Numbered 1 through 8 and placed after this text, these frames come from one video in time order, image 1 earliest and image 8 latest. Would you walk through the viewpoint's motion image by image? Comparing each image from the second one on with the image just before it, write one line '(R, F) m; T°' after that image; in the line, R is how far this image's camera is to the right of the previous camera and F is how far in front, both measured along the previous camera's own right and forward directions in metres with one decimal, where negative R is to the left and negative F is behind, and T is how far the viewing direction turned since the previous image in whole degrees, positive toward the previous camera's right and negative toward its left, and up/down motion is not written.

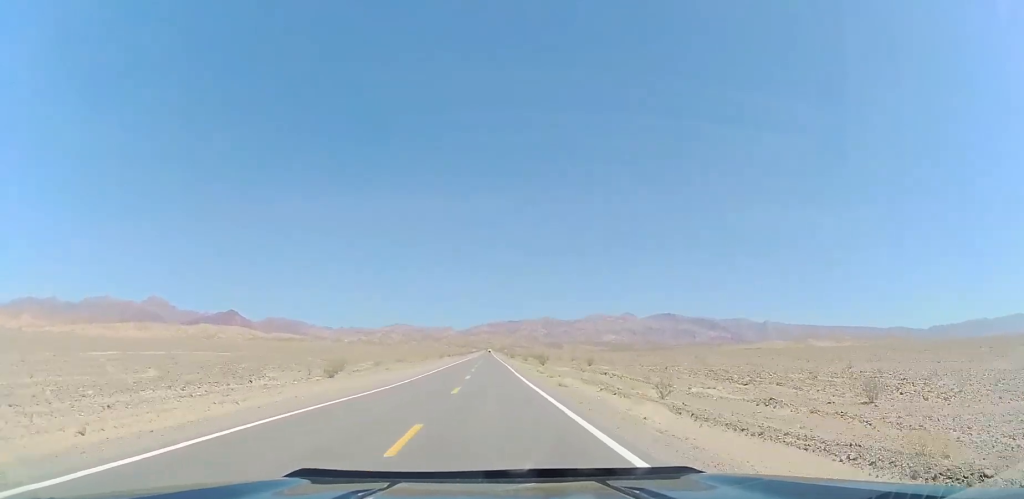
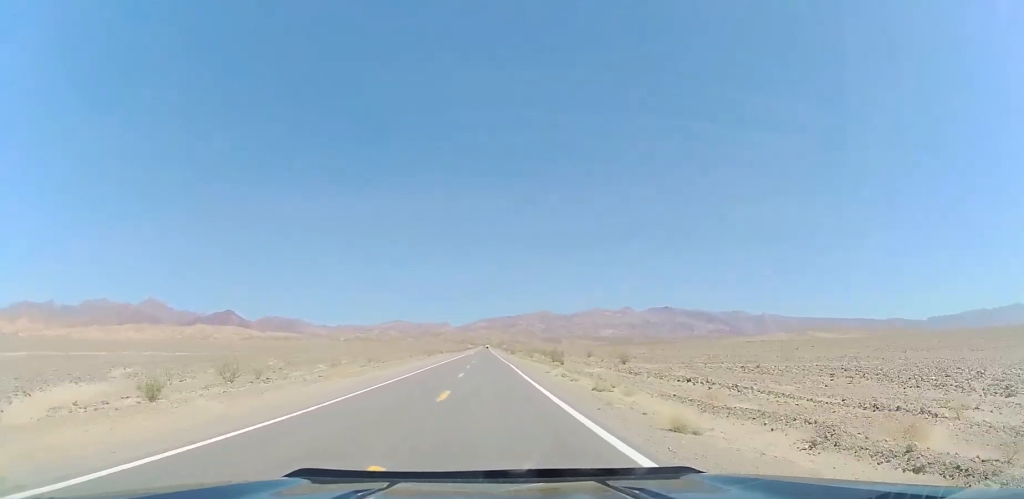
(0.0, +19.5) m; 0°
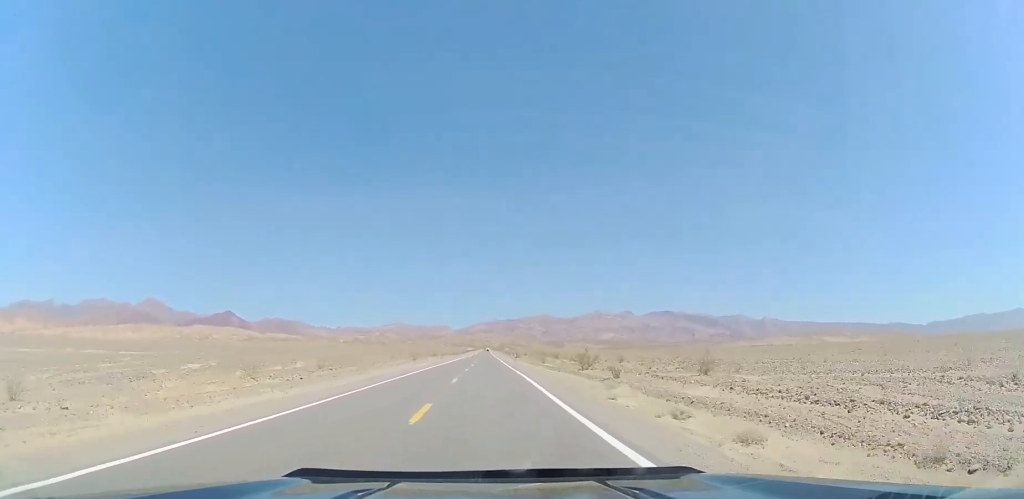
(0.0, +20.6) m; 0°
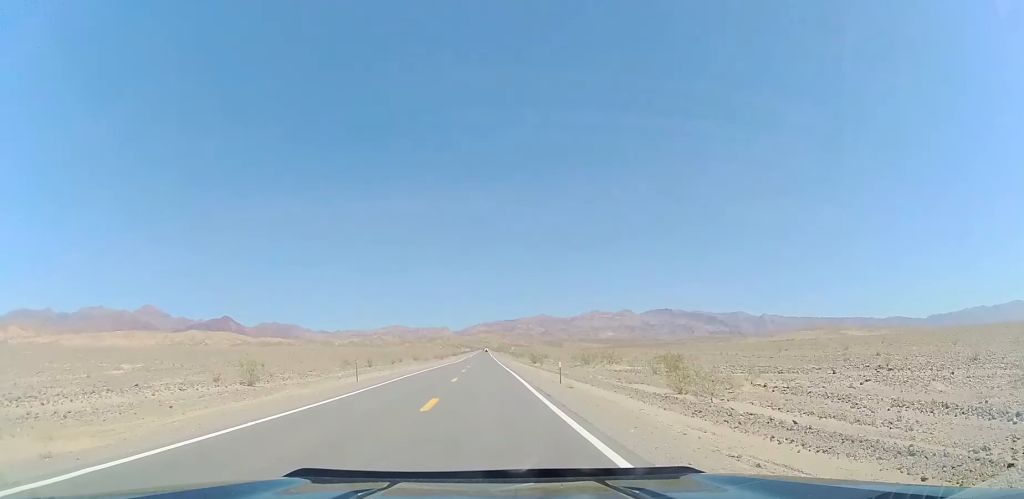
(0.0, +55.0) m; 0°
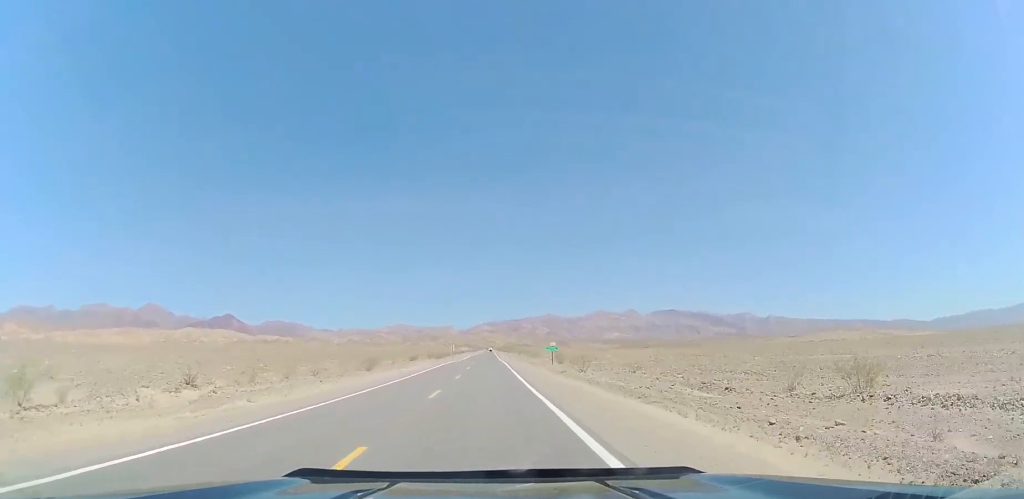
(-0.2, +83.0) m; 0°
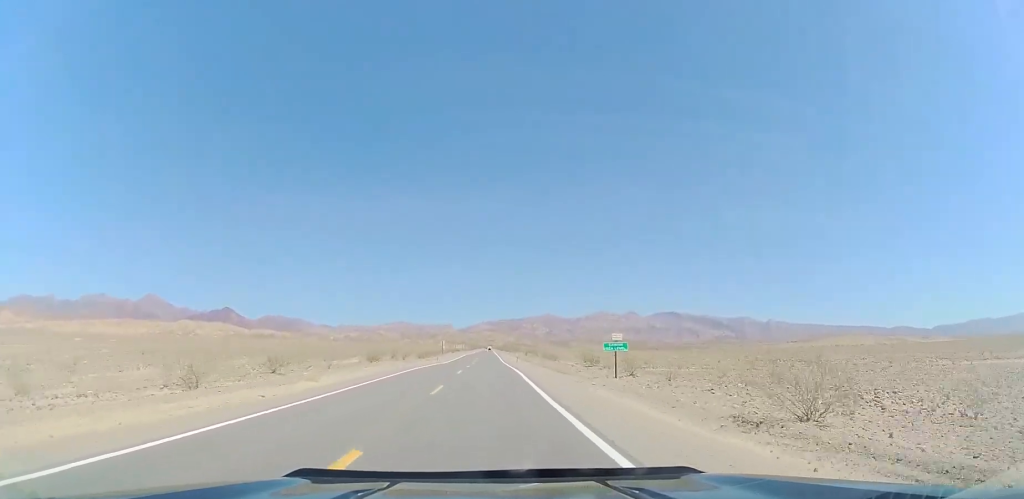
(0.0, +30.2) m; 0°
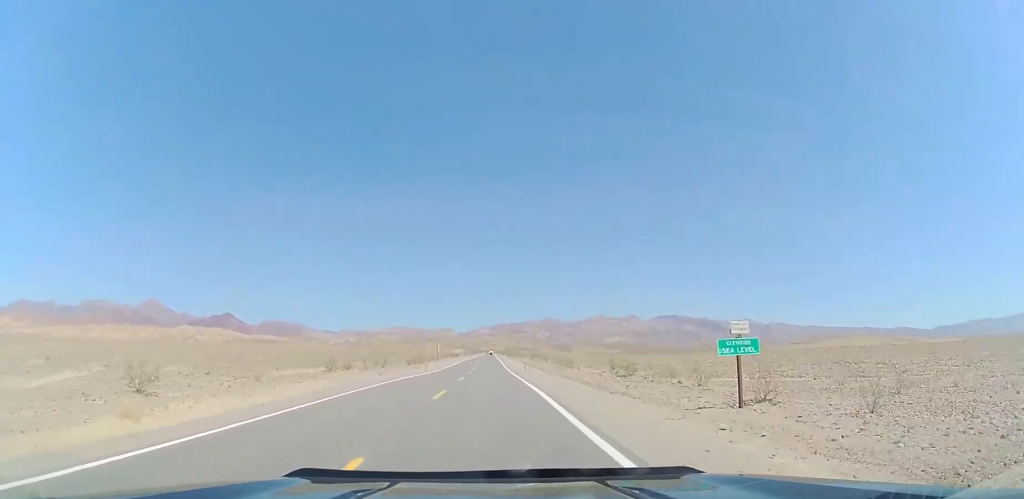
(0.0, +15.1) m; 0°
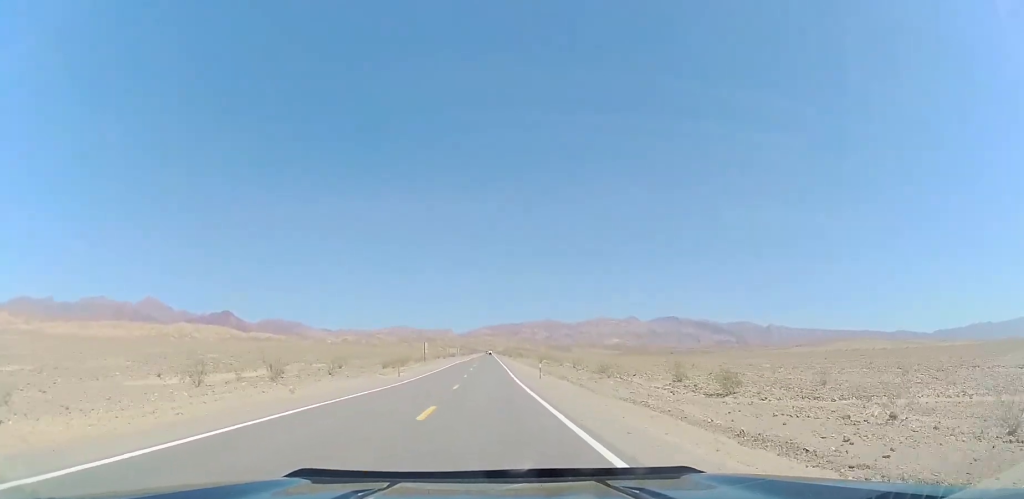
(0.0, +19.4) m; 0°
